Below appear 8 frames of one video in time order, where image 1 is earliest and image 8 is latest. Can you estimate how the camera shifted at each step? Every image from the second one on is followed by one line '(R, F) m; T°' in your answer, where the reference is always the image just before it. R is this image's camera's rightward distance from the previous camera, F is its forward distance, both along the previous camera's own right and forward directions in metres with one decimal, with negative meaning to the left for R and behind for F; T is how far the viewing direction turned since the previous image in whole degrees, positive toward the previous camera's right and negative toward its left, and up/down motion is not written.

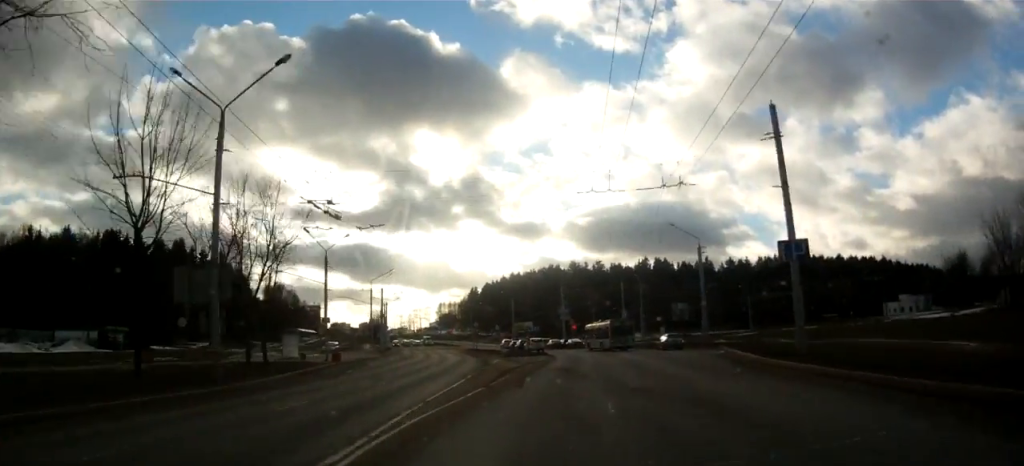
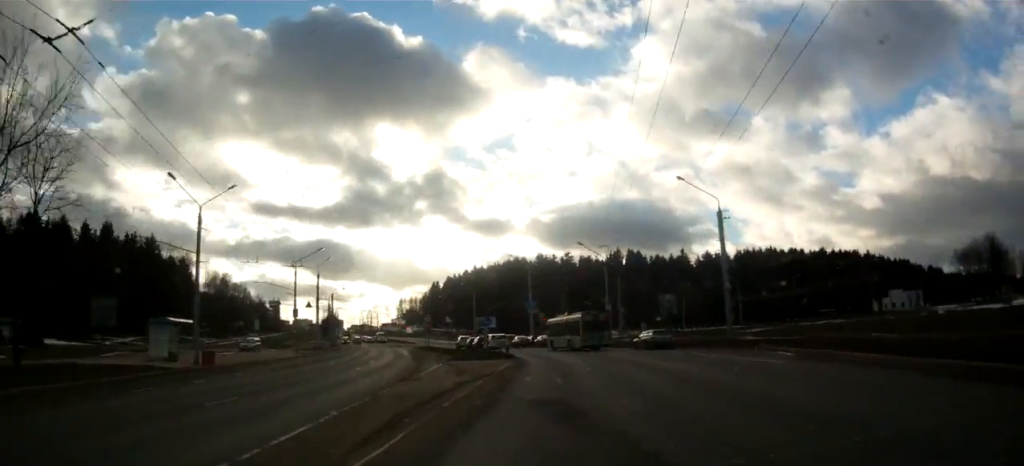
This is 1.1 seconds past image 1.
(+0.7, +16.2) m; +5°
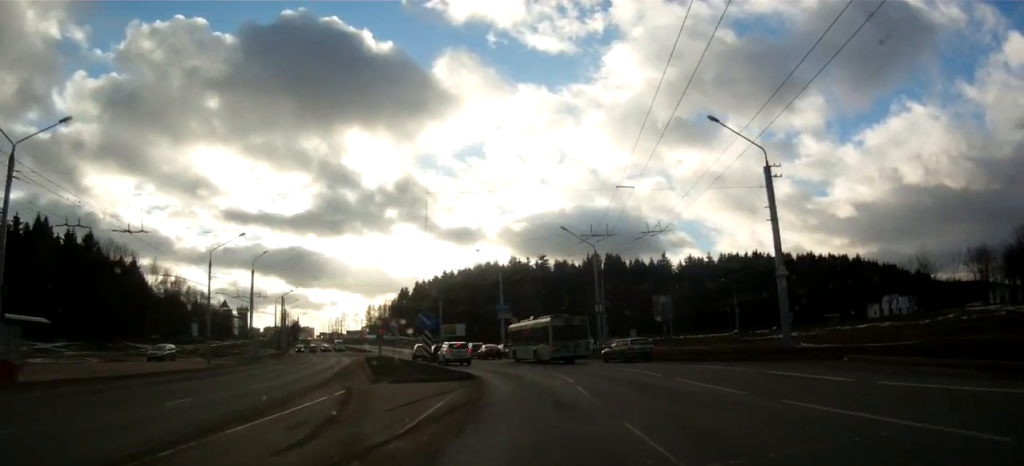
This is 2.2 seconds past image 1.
(+0.5, +15.1) m; +2°
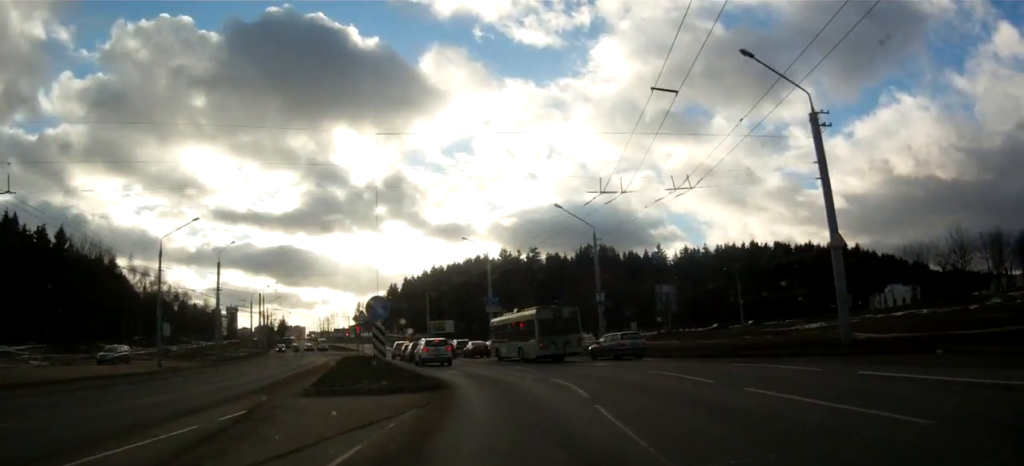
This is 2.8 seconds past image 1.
(+0.1, +6.7) m; -1°
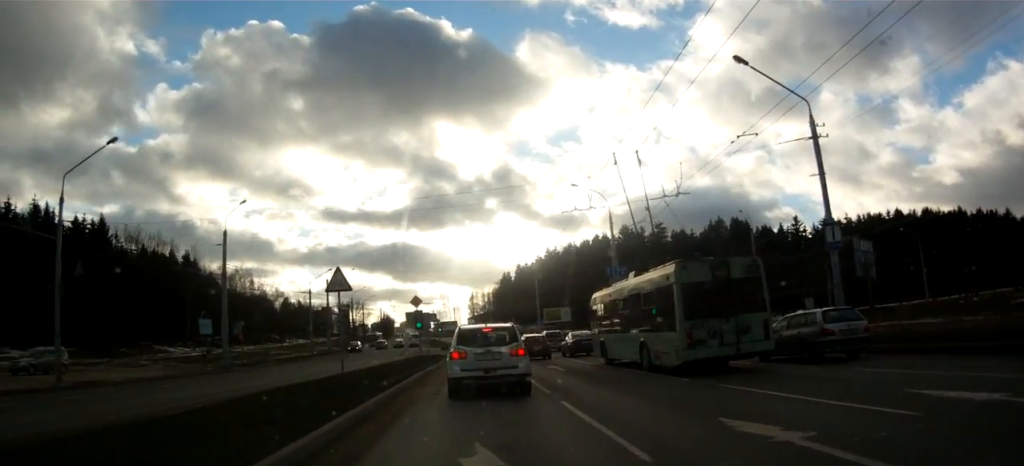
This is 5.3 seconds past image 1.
(-0.3, +24.1) m; -4°
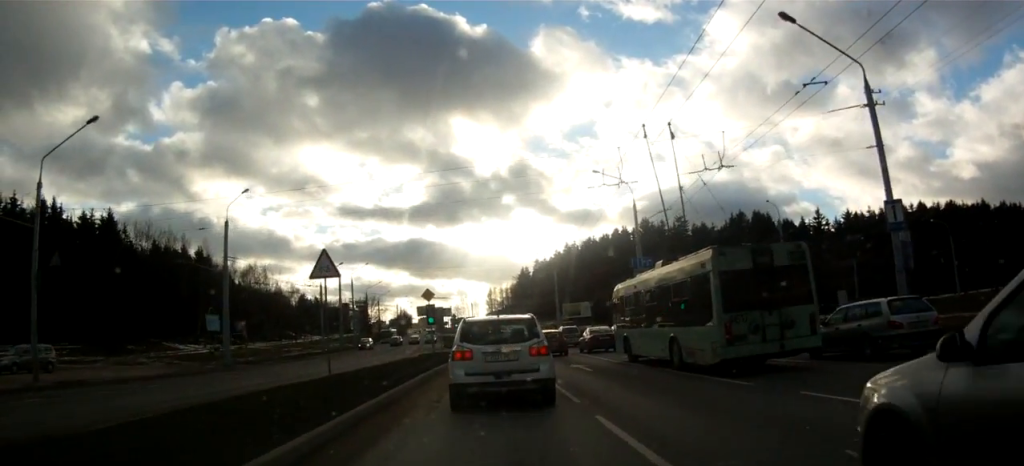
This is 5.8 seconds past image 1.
(-0.2, +3.3) m; -4°
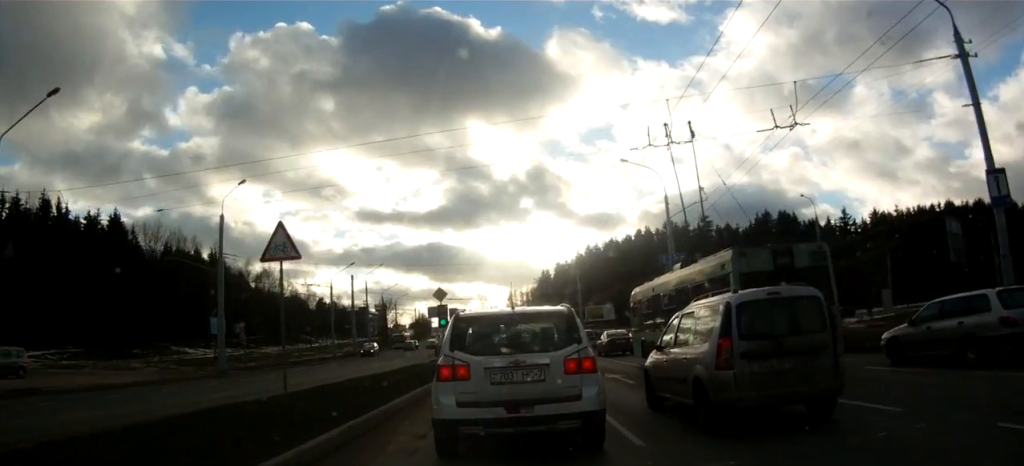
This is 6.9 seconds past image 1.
(-0.4, +5.3) m; -3°
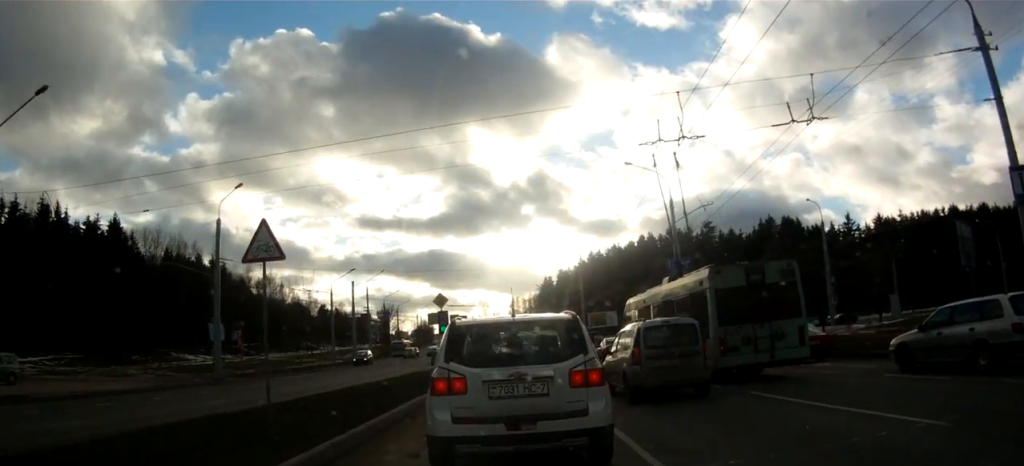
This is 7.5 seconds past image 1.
(0.0, +1.9) m; +2°
